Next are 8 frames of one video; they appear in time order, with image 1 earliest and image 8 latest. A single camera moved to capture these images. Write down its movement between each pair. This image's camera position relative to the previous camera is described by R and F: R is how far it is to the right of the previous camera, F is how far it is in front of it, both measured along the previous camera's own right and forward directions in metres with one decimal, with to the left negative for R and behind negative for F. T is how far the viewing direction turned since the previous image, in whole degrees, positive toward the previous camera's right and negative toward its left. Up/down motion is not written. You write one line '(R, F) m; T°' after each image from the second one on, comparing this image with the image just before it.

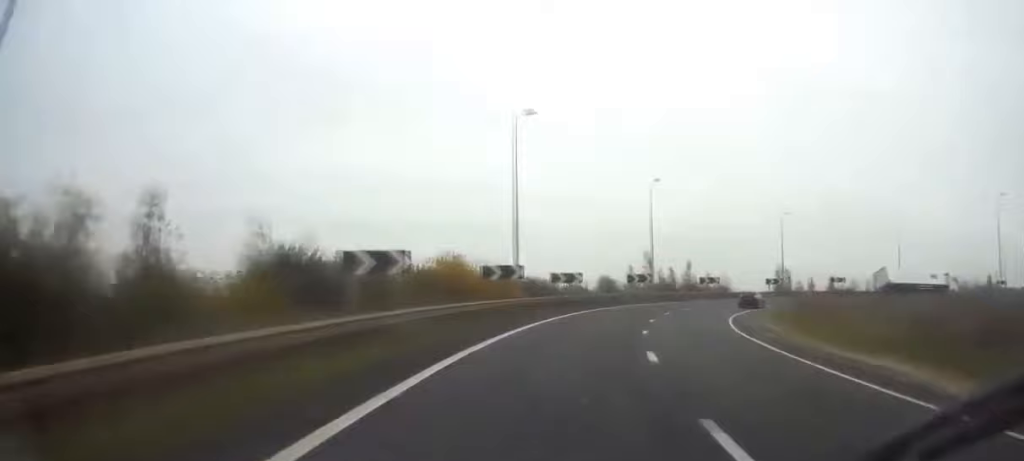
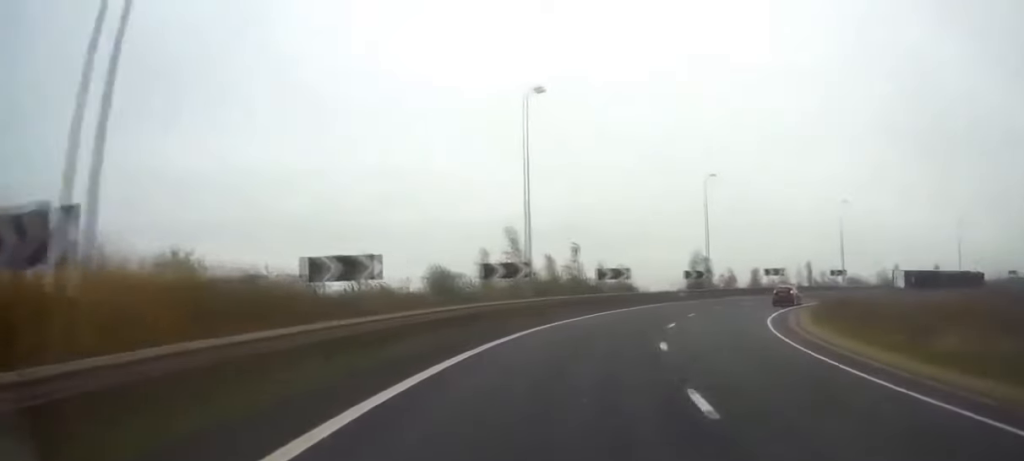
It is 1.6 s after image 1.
(+3.2, +32.4) m; +13°
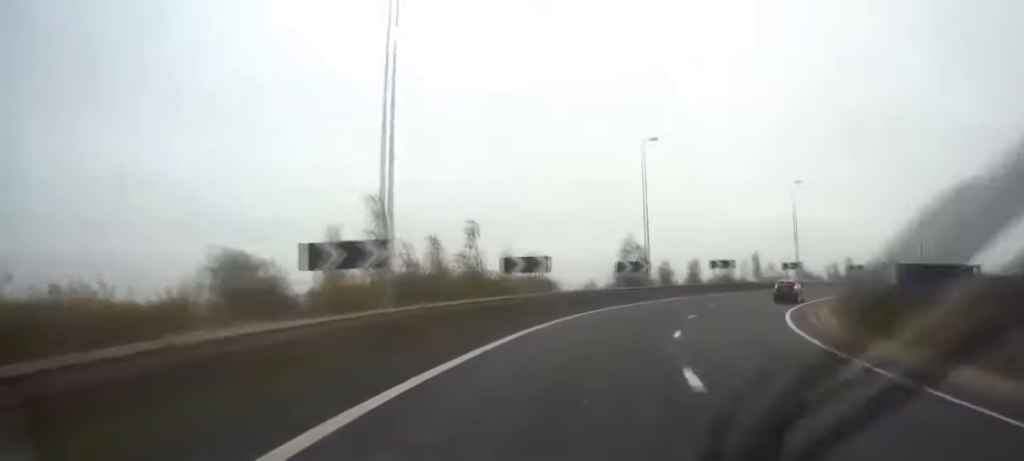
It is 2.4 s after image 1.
(+1.2, +14.8) m; +8°
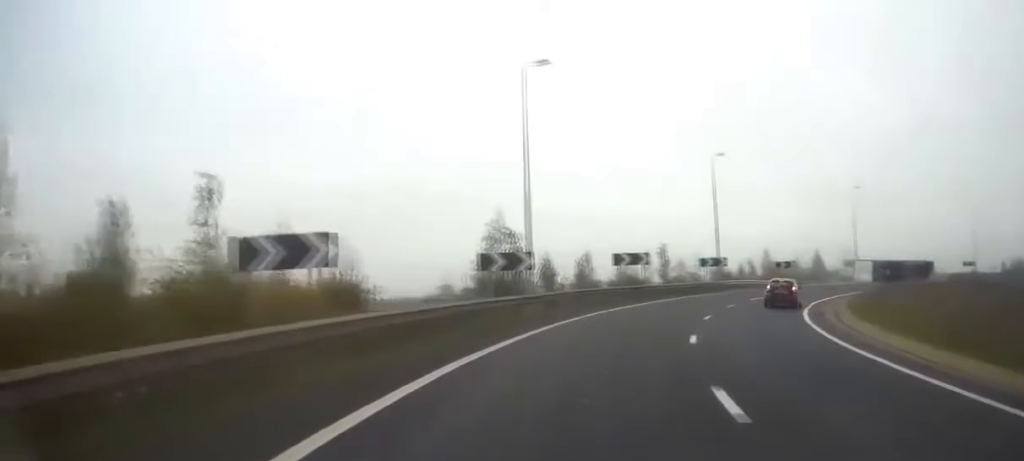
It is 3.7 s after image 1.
(+1.7, +18.2) m; +10°
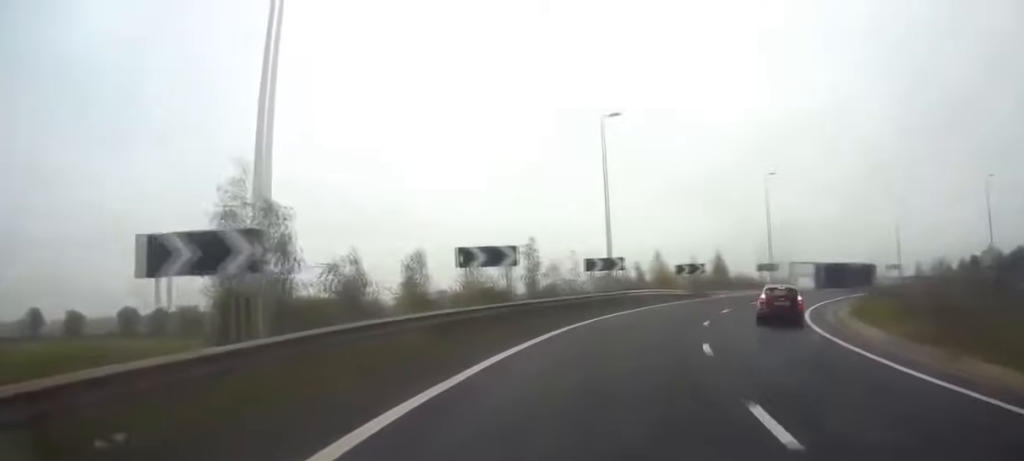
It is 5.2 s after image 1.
(+1.8, +16.8) m; +11°
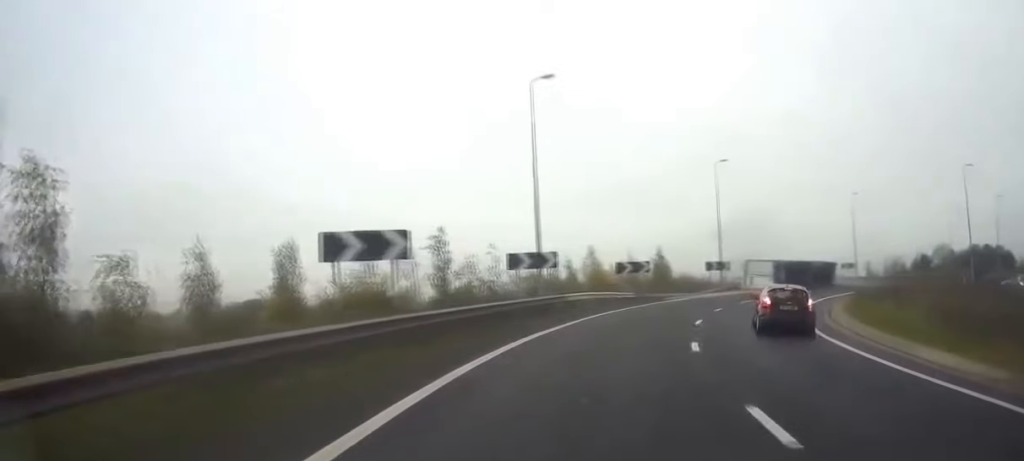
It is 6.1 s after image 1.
(+0.4, +8.0) m; +3°
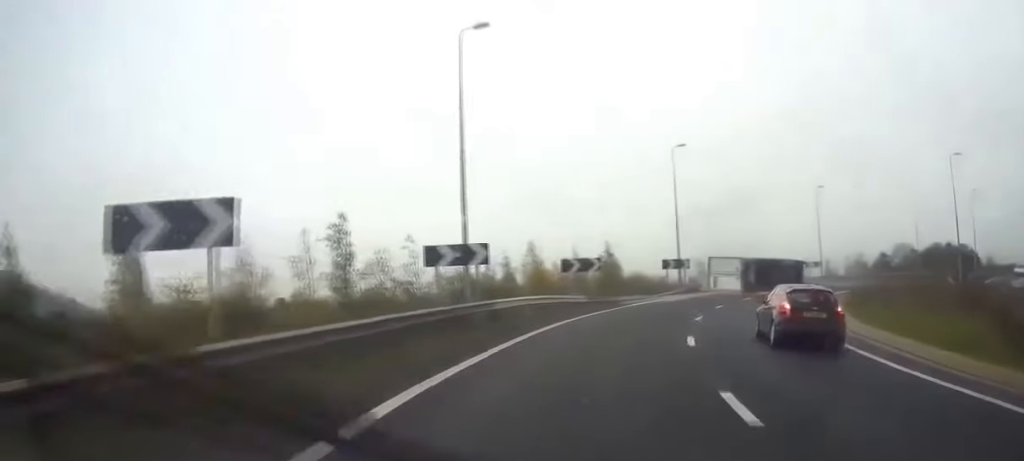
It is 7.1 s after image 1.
(+0.1, +7.0) m; +3°
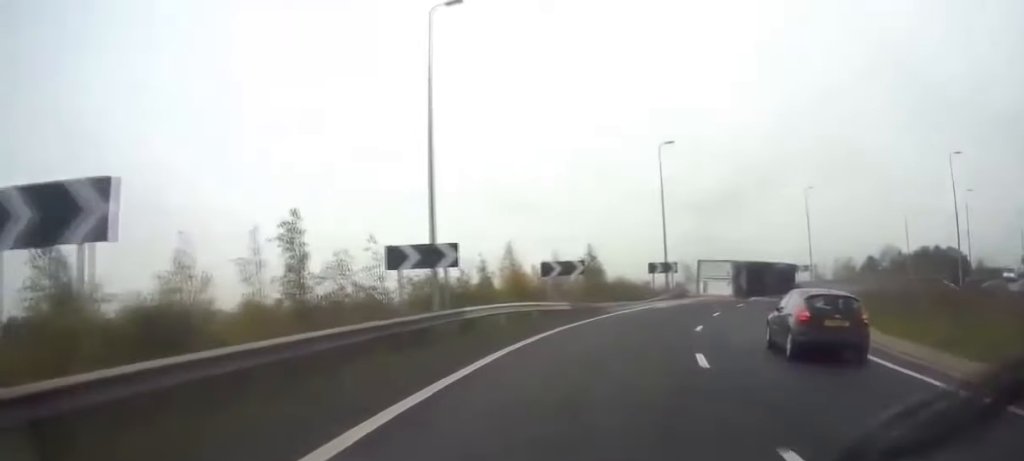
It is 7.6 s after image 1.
(-0.1, +3.1) m; +1°
